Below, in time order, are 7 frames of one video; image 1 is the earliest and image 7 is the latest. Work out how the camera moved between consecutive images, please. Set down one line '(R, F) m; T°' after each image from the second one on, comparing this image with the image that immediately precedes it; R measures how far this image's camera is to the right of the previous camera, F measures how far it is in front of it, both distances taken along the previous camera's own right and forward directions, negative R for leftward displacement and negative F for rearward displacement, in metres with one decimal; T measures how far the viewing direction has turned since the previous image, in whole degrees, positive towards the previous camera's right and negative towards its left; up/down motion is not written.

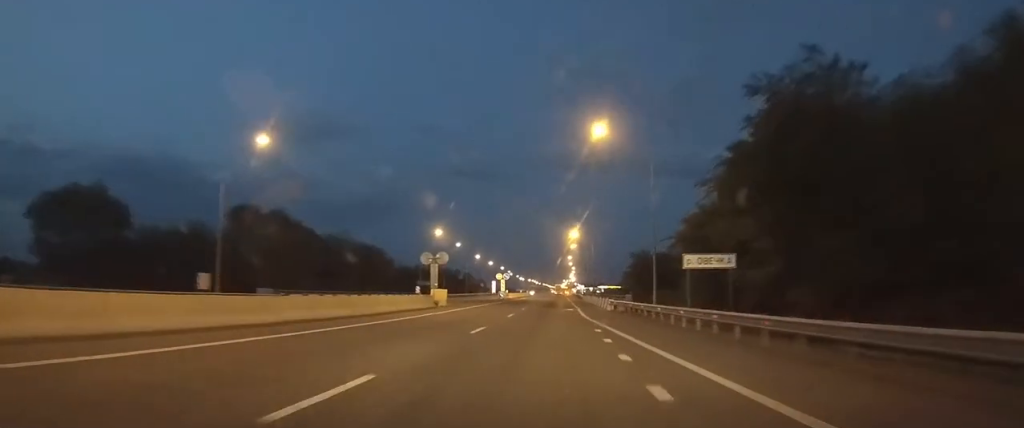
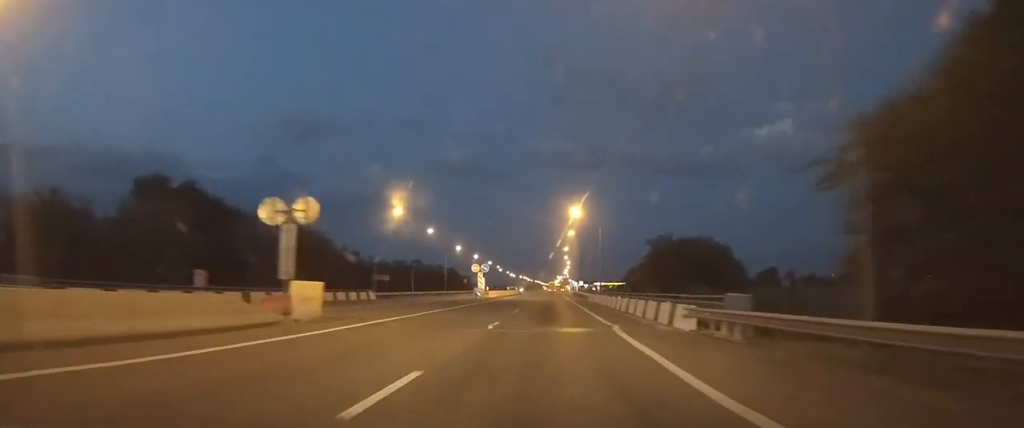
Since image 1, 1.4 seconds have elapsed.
(+0.1, +23.8) m; +1°
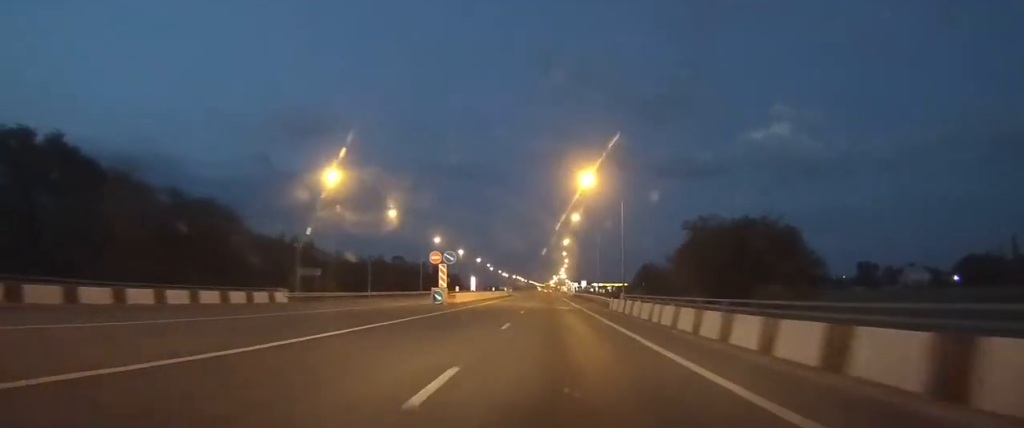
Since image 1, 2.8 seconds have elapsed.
(+0.3, +23.7) m; +1°
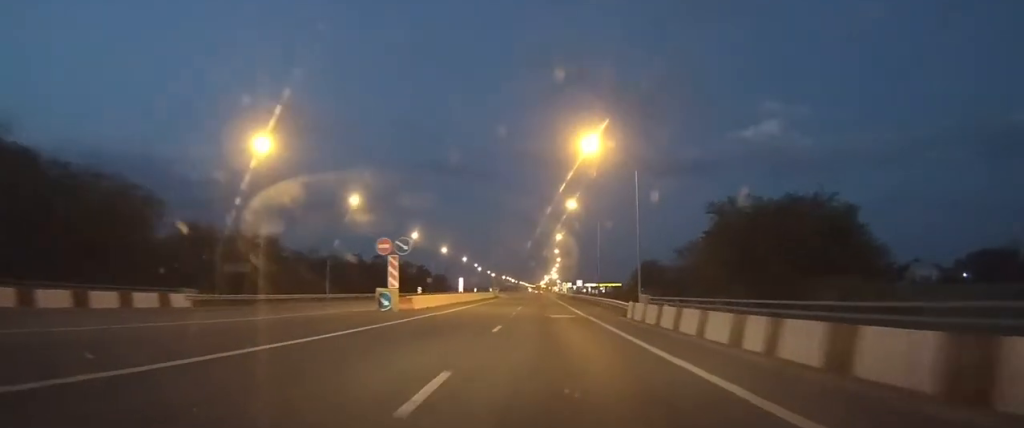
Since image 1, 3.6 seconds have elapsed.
(+0.1, +12.7) m; 0°
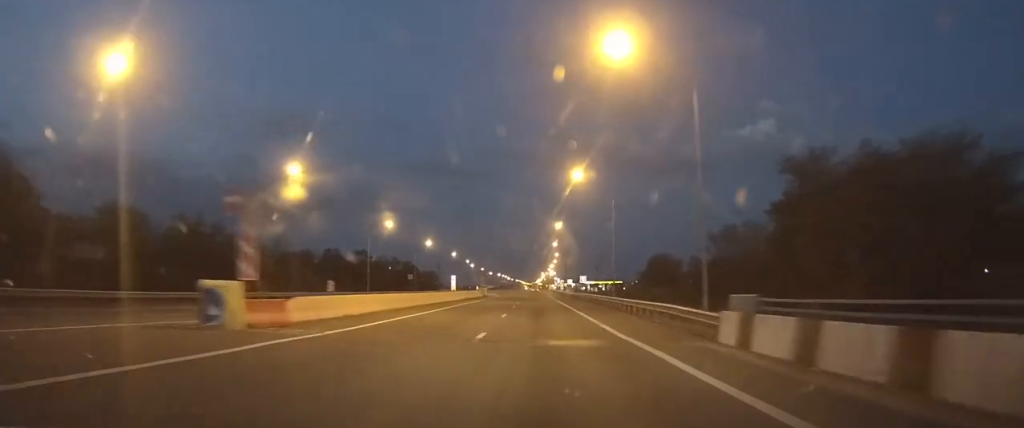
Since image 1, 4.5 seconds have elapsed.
(0.0, +16.5) m; 0°
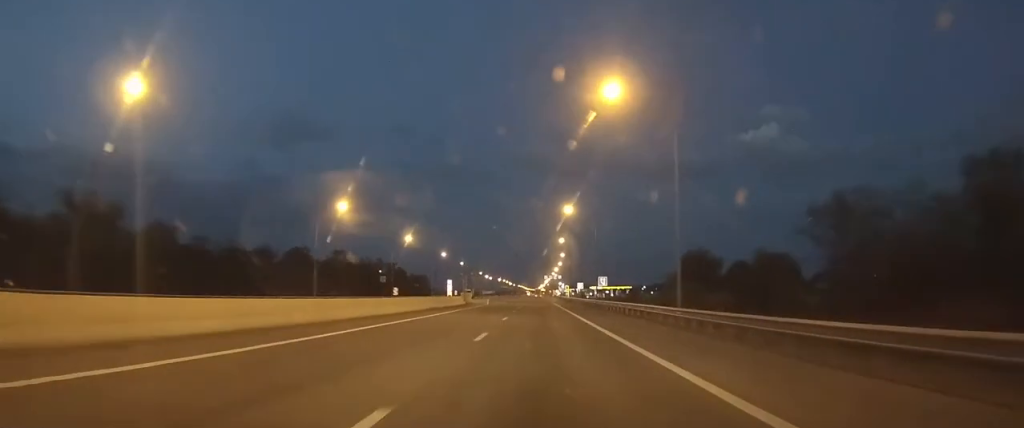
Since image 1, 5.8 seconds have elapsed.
(0.0, +24.4) m; 0°
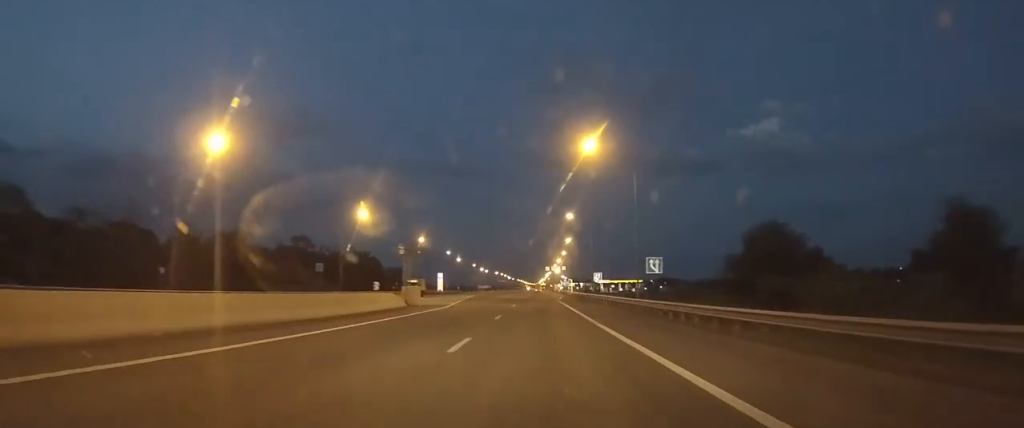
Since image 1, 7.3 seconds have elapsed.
(+0.3, +31.8) m; +1°
